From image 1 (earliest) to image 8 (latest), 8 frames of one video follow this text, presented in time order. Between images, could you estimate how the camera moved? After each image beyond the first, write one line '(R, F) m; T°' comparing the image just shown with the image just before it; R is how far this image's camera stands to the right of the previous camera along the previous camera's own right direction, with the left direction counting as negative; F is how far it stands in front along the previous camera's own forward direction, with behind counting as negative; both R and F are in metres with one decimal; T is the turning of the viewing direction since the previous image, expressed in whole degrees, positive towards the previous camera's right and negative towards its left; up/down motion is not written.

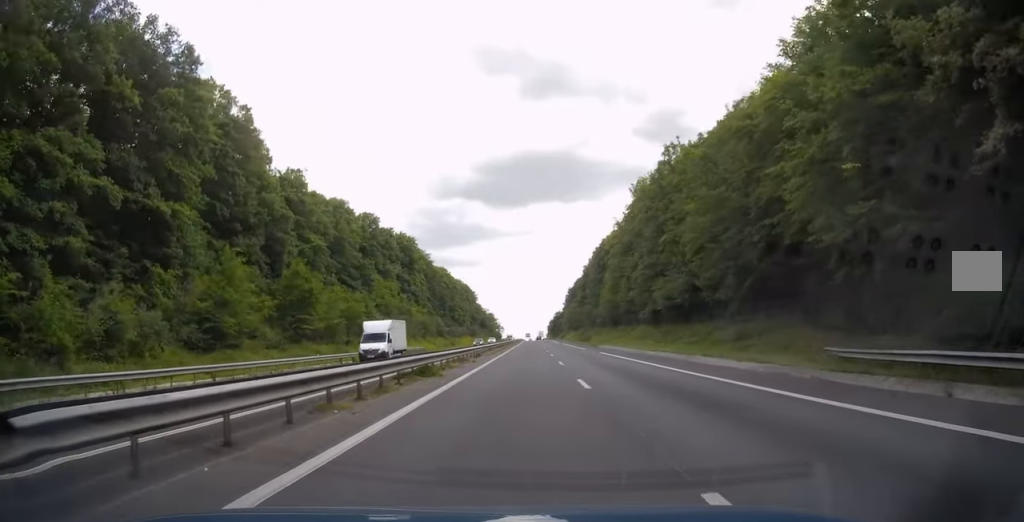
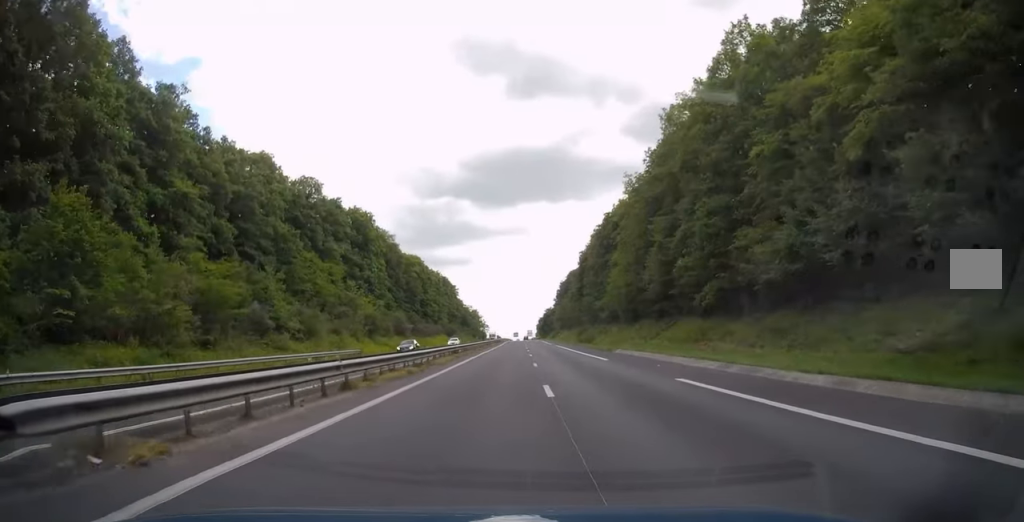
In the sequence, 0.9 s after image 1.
(+0.2, +27.6) m; +1°
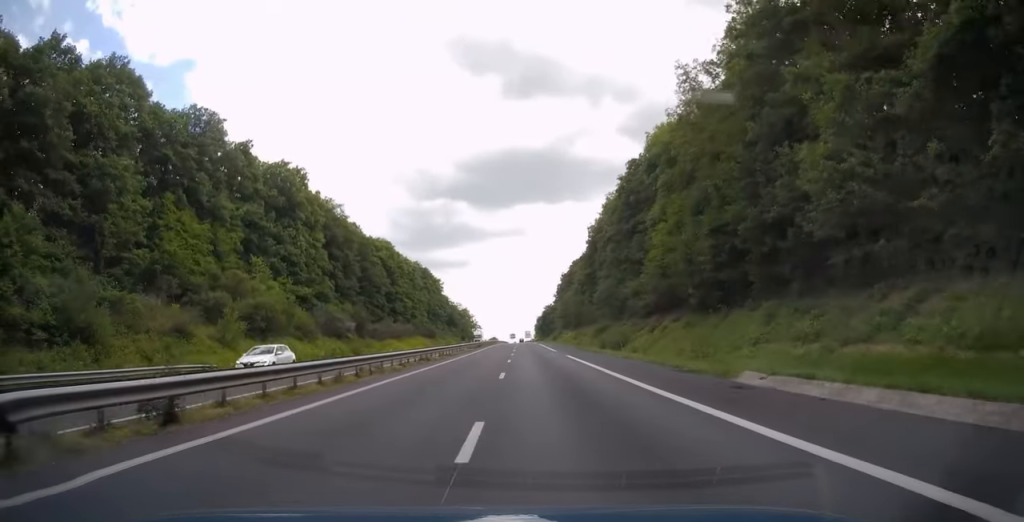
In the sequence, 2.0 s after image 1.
(+0.3, +32.3) m; 0°
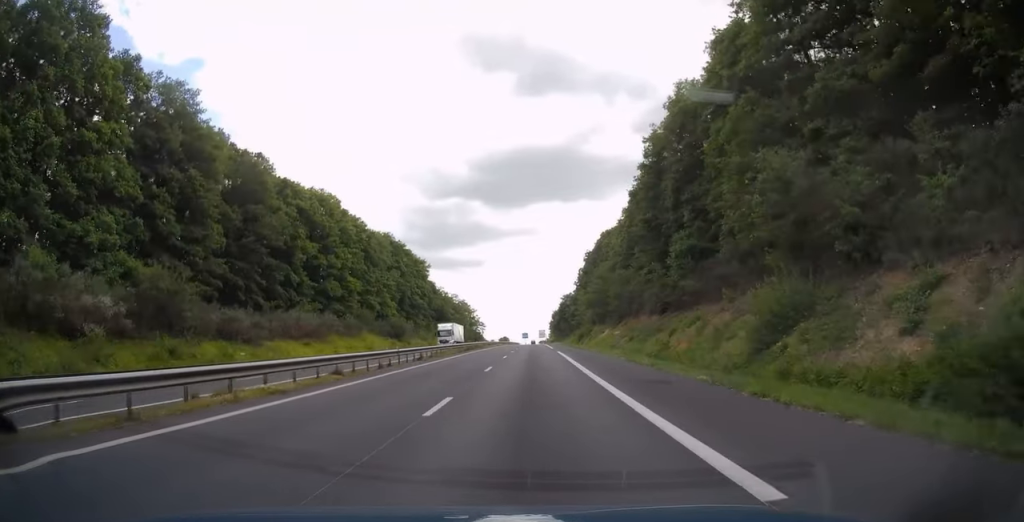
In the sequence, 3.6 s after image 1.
(-0.4, +47.8) m; -1°
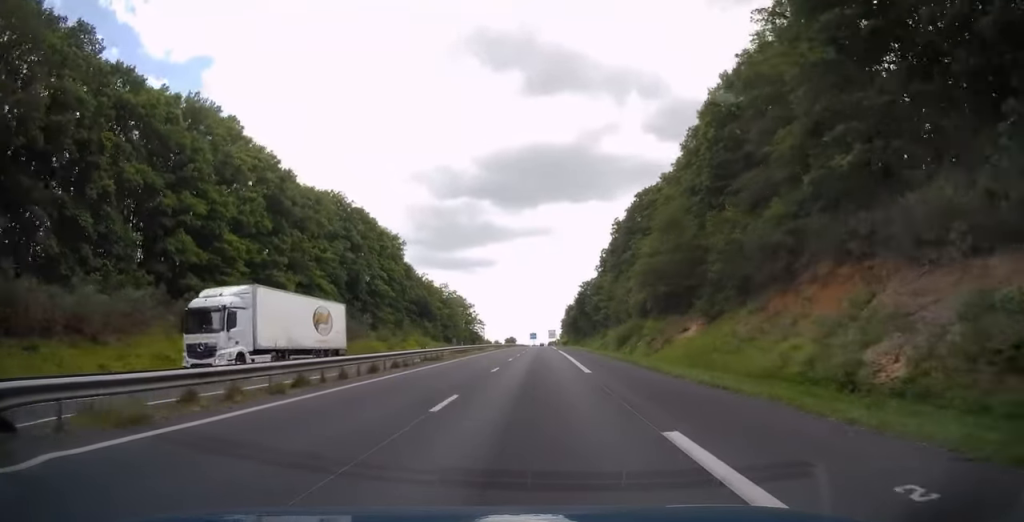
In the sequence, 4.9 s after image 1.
(-0.4, +37.8) m; -1°
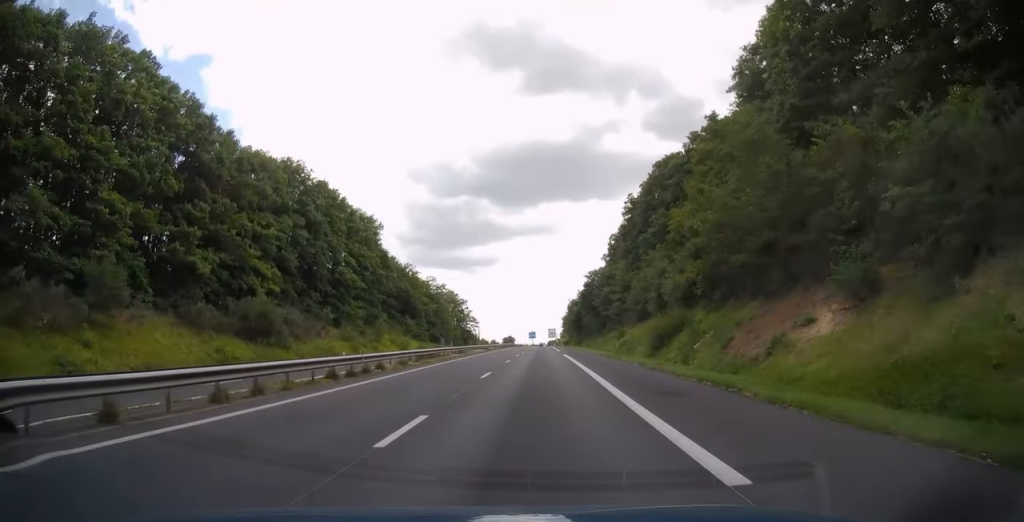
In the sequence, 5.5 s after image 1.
(0.0, +16.7) m; 0°
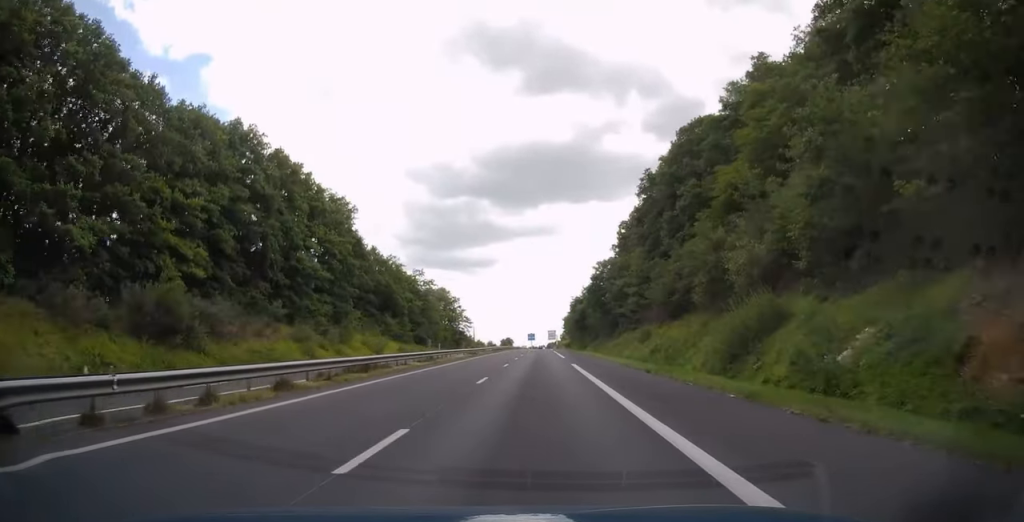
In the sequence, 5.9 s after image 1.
(-0.1, +14.3) m; 0°
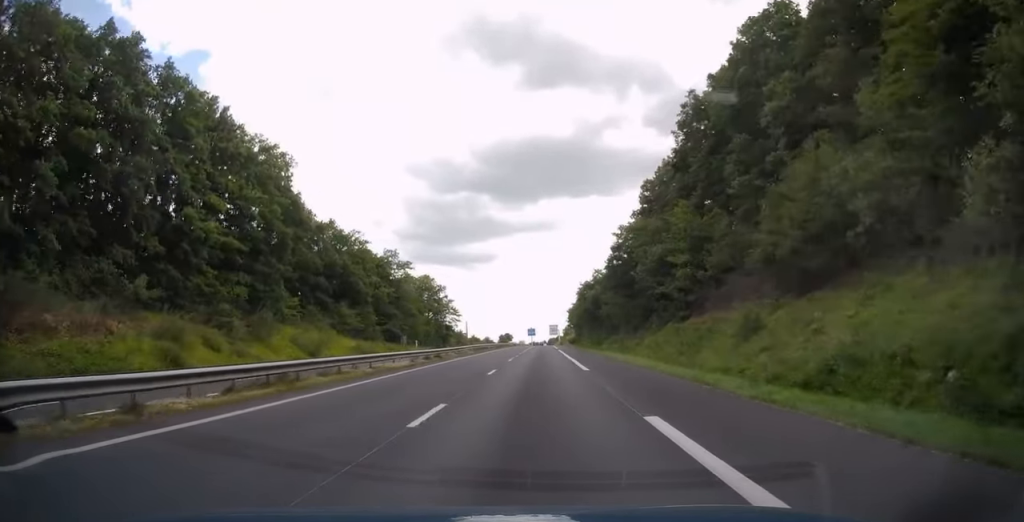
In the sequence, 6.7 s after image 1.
(0.0, +22.7) m; 0°
